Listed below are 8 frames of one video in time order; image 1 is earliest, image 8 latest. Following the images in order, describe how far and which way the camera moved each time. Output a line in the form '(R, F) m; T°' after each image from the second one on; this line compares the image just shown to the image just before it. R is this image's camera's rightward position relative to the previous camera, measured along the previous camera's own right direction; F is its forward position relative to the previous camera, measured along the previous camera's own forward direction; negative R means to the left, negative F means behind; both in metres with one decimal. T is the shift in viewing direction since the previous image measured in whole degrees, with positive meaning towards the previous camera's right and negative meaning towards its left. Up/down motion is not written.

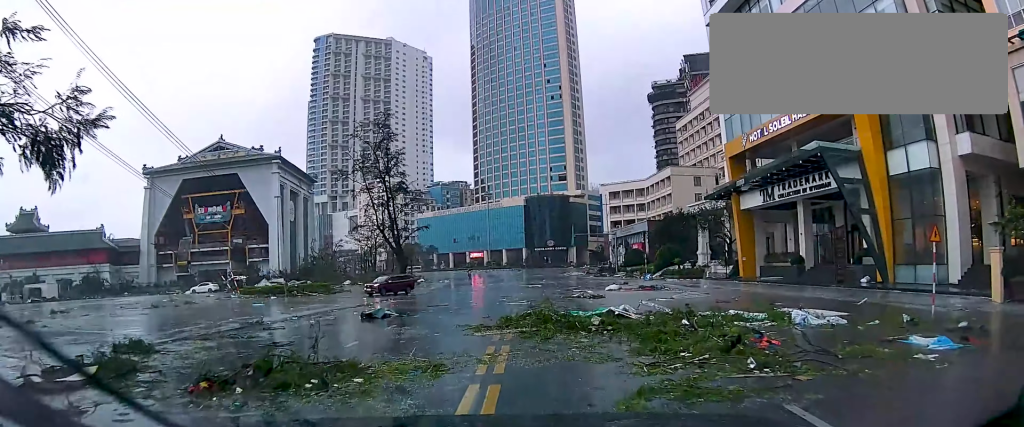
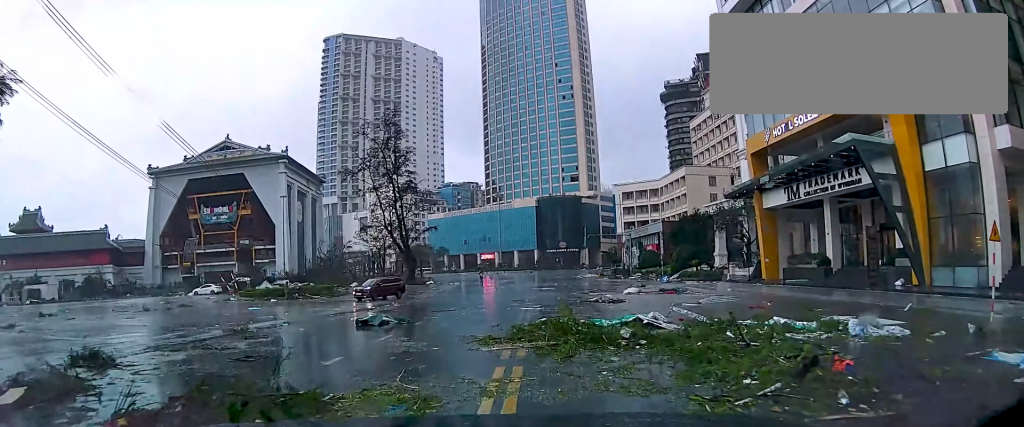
(0.0, +2.4) m; -1°
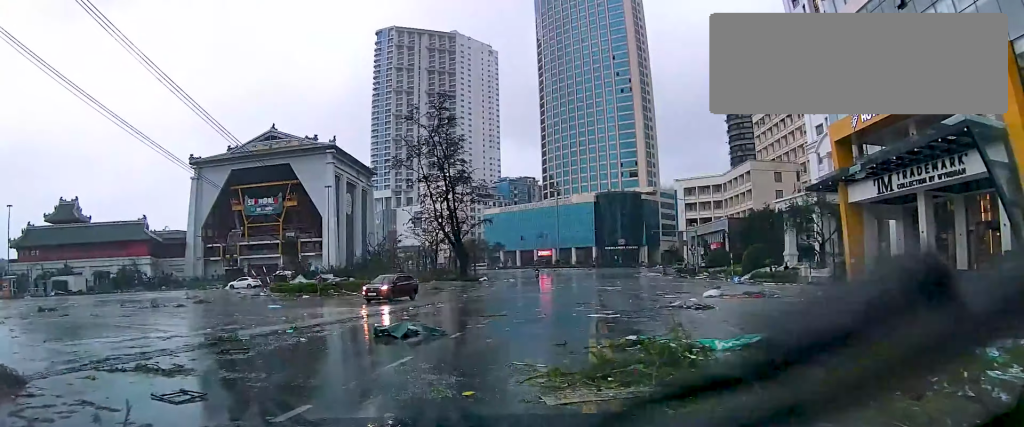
(-0.2, +5.1) m; -3°
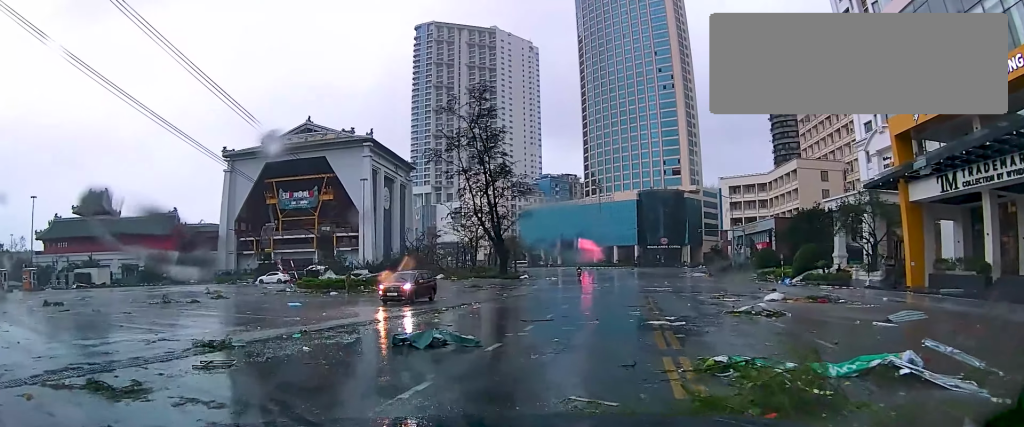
(0.0, +2.7) m; -2°
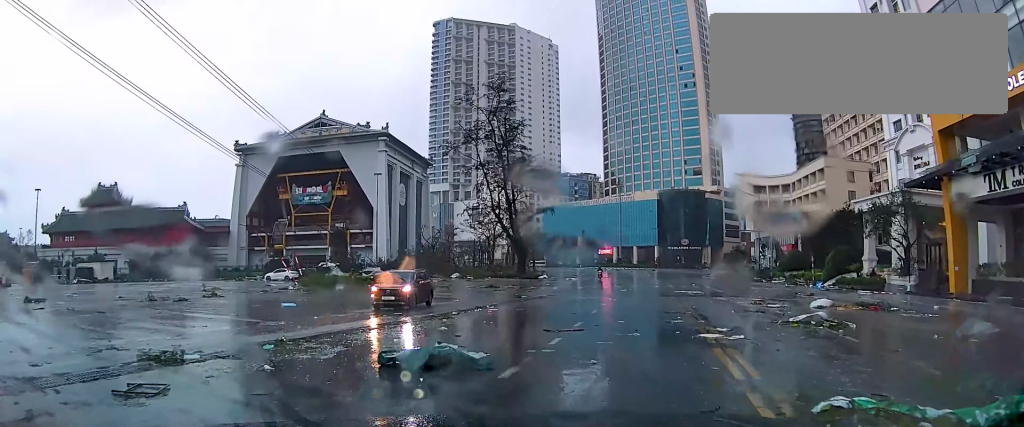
(-0.1, +2.8) m; 0°
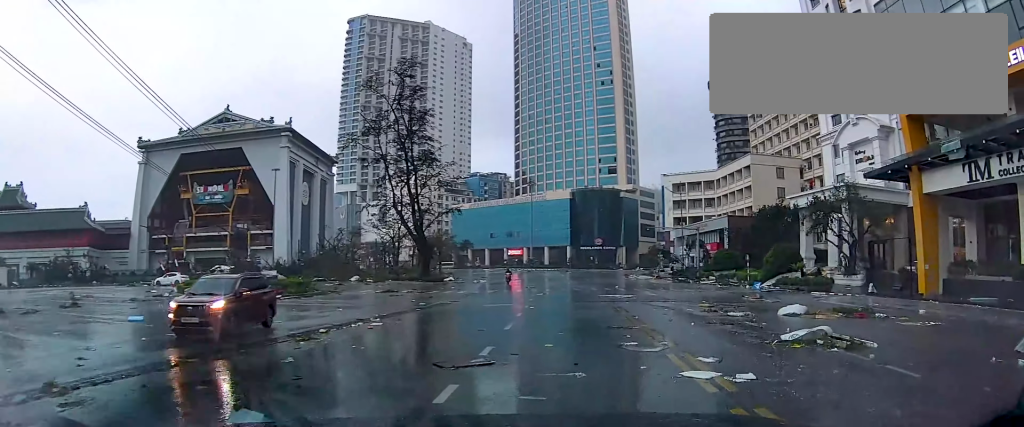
(+0.1, +4.7) m; +9°
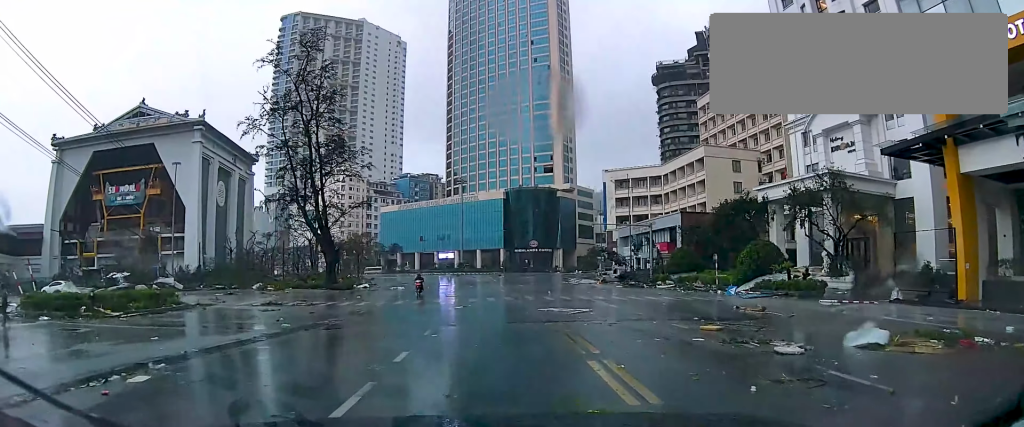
(+0.6, +7.6) m; +3°
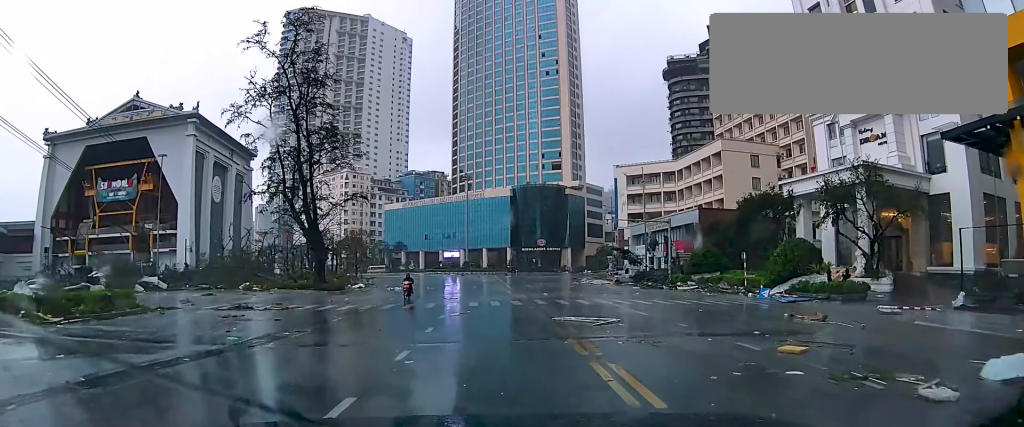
(0.0, +3.8) m; -2°
